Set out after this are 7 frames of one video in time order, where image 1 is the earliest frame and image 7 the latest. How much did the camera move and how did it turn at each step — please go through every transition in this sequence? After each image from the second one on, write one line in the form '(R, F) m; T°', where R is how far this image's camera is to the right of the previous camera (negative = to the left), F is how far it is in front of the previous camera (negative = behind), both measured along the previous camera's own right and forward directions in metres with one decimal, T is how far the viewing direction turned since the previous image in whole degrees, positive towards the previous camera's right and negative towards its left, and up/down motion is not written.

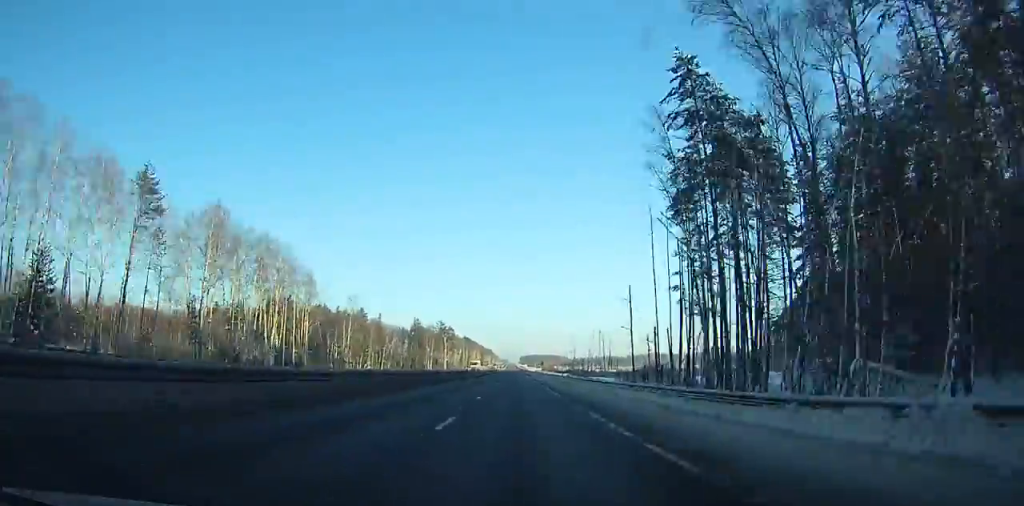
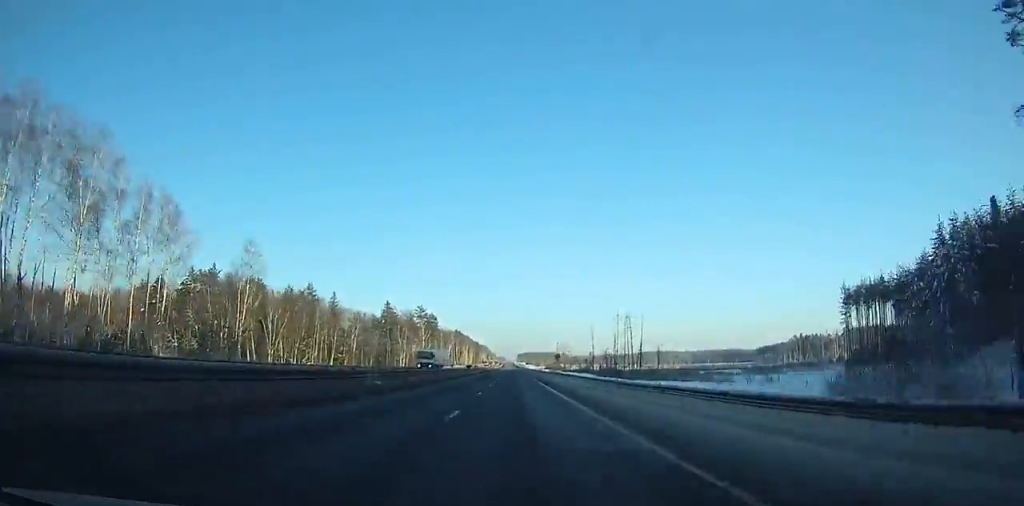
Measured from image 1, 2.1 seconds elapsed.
(+0.1, +58.1) m; 0°
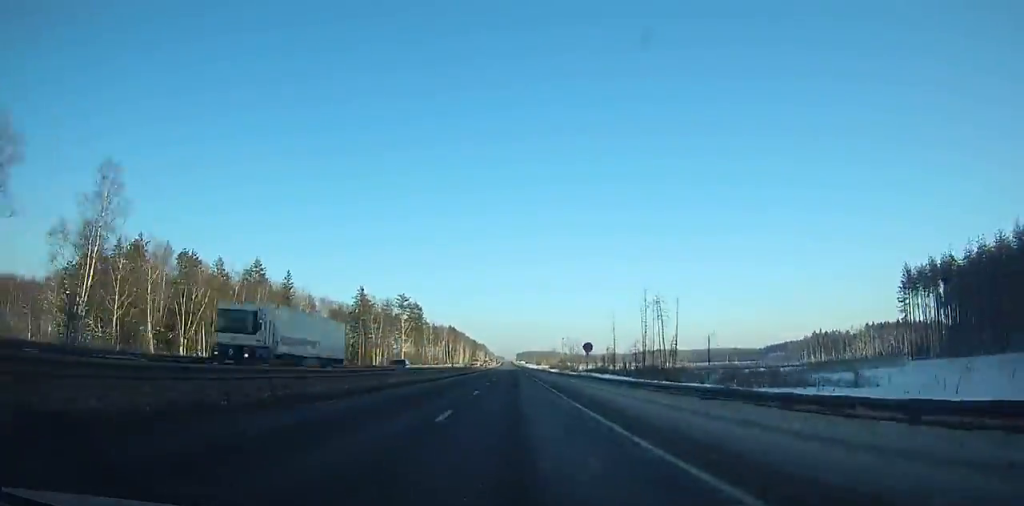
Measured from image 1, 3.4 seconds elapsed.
(-0.1, +36.2) m; 0°
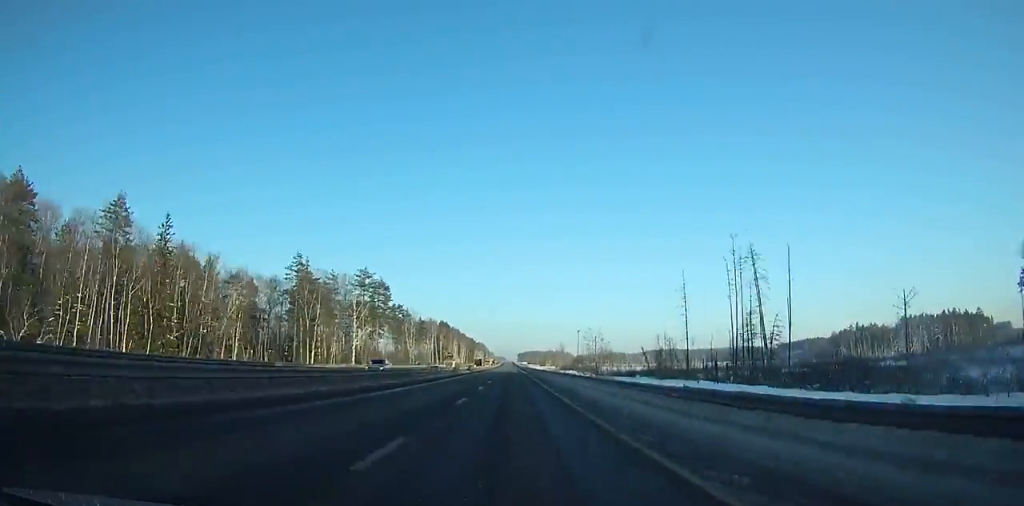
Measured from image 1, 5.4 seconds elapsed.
(0.0, +55.9) m; 0°
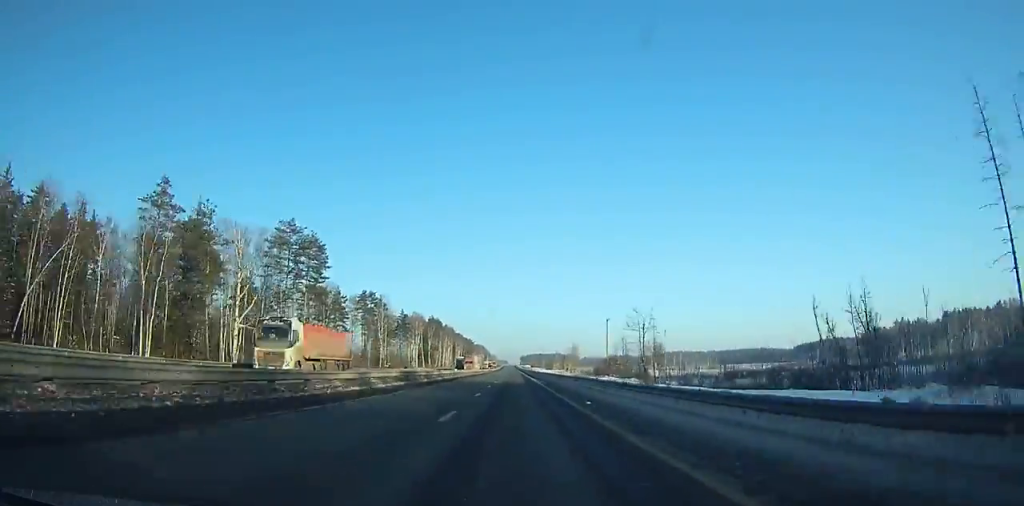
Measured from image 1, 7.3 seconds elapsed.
(-0.2, +53.3) m; 0°
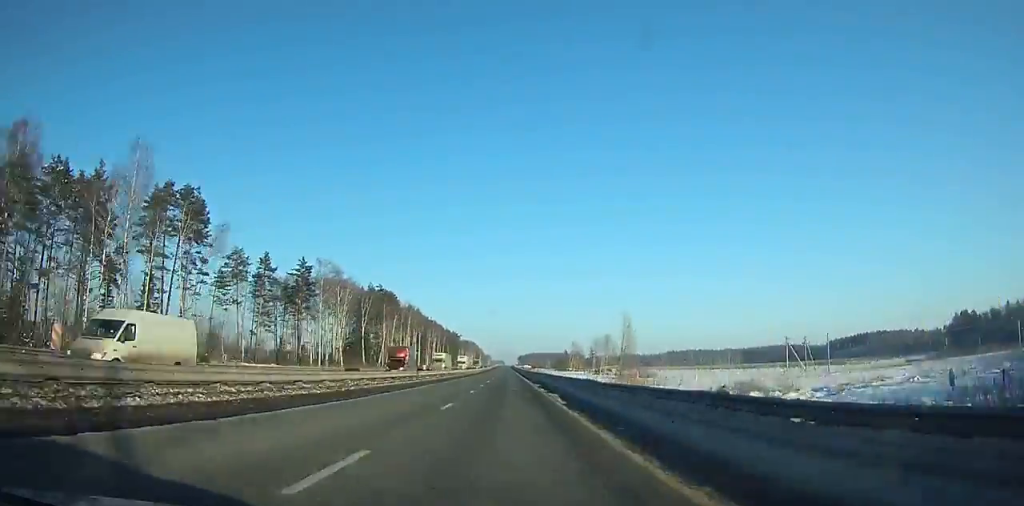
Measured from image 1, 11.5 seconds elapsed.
(+0.2, +118.3) m; 0°
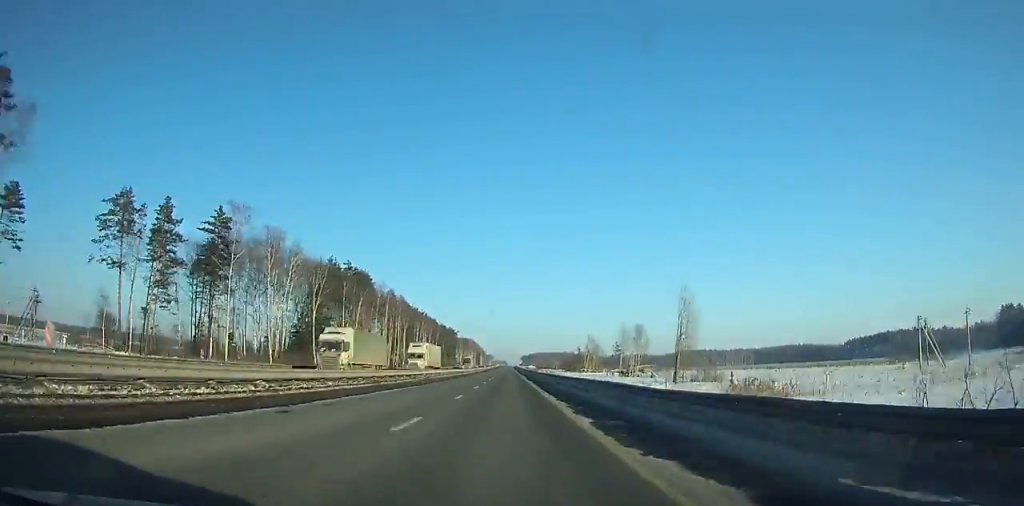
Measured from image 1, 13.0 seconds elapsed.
(0.0, +42.6) m; 0°
